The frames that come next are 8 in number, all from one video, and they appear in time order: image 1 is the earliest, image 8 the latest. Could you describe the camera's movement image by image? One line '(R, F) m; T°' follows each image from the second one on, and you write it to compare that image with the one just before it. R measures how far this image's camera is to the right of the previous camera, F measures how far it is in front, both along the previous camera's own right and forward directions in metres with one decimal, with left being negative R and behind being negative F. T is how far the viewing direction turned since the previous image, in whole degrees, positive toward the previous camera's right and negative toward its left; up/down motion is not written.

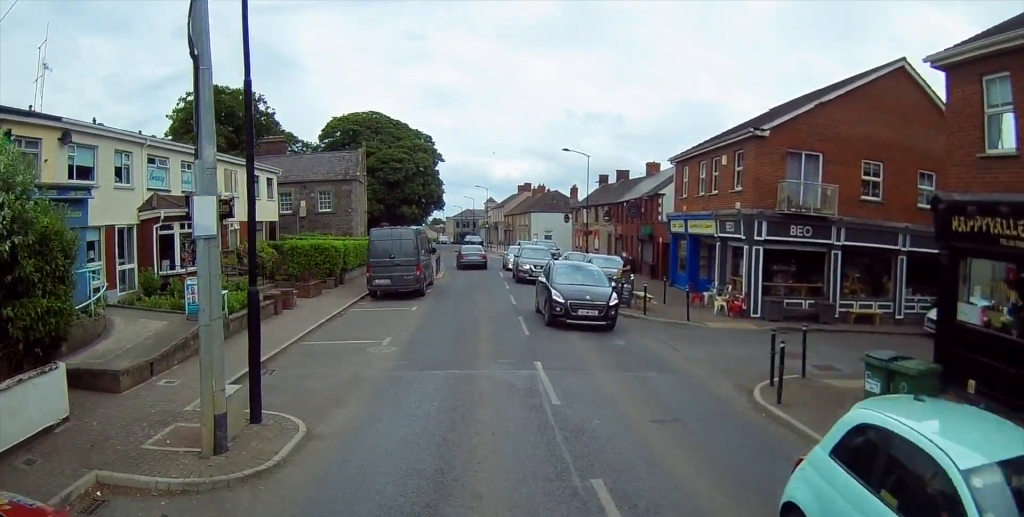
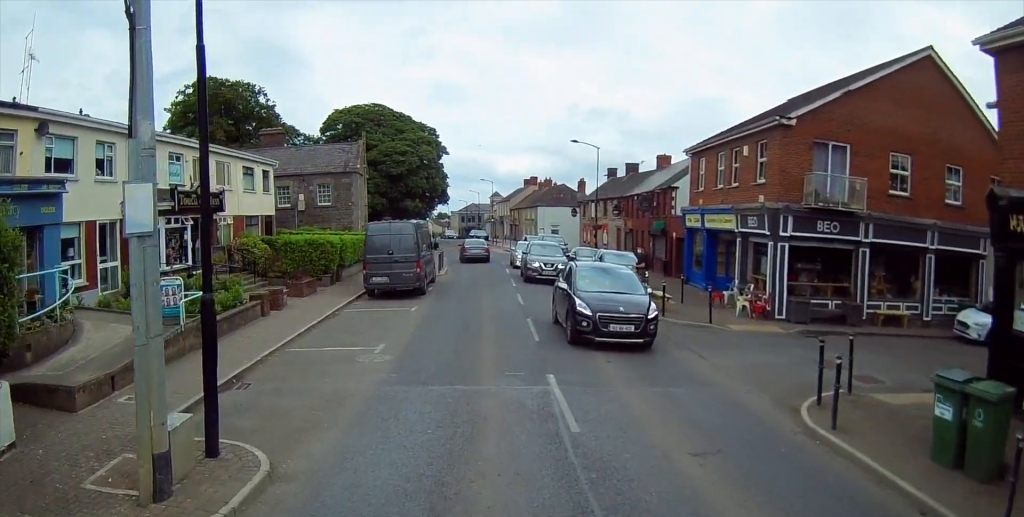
(+0.3, +1.3) m; 0°
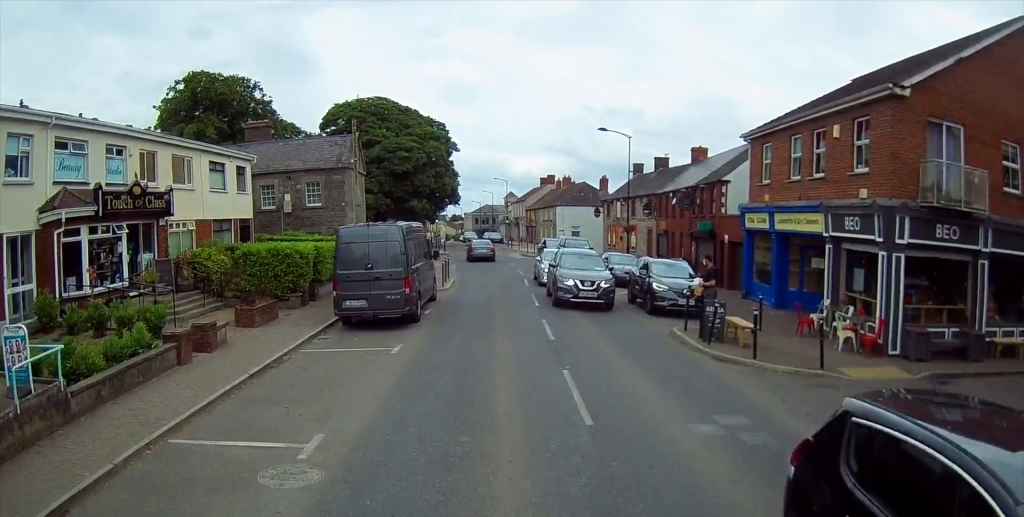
(-0.8, +5.6) m; -7°
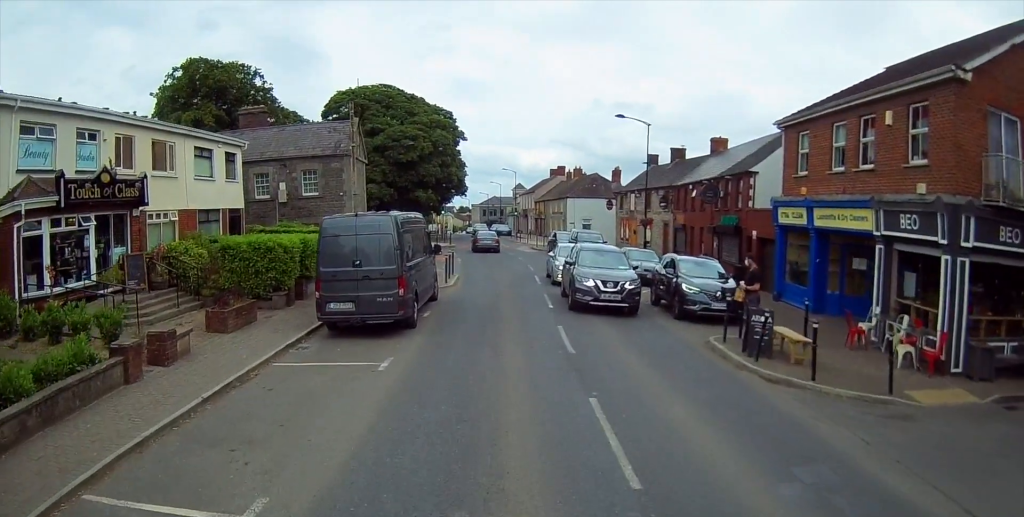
(+0.2, +2.2) m; -1°
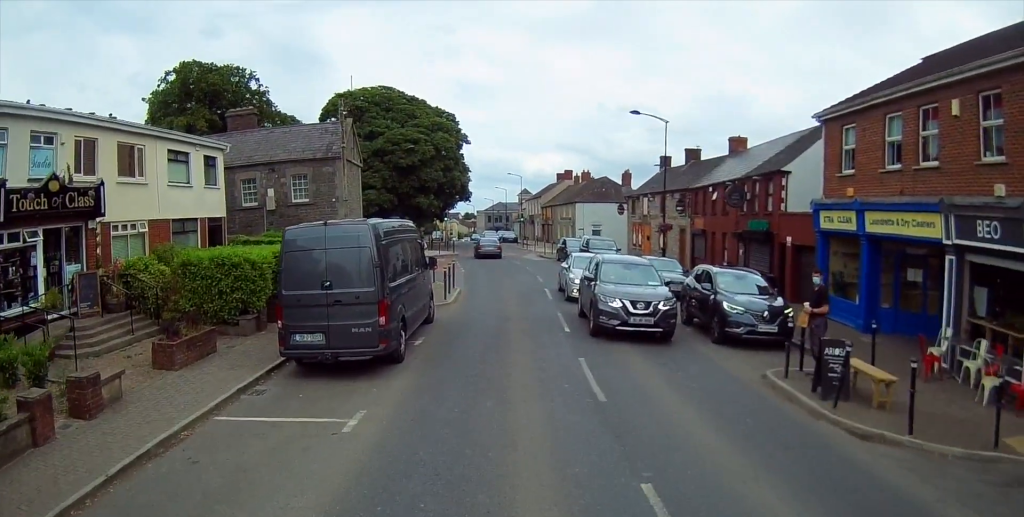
(-0.3, +3.0) m; +2°
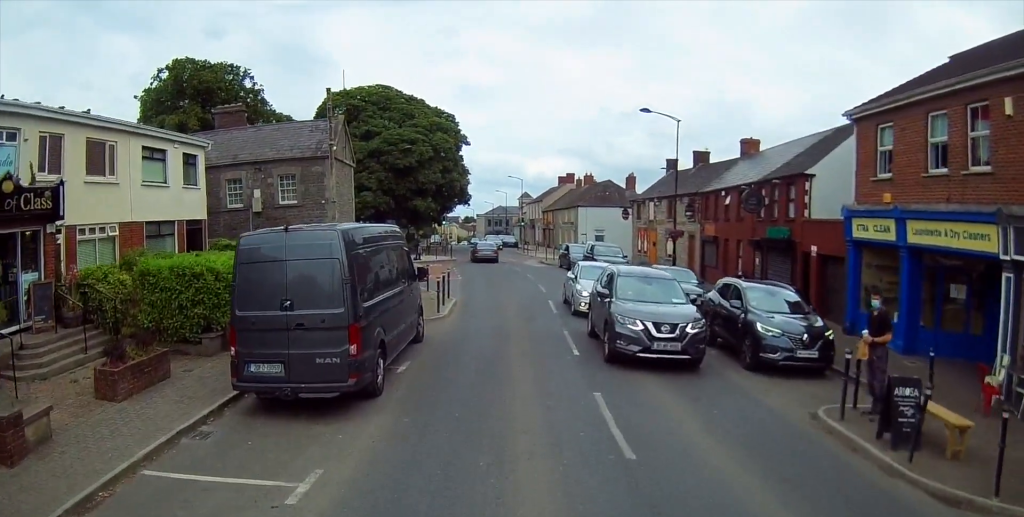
(-0.1, +2.1) m; +1°
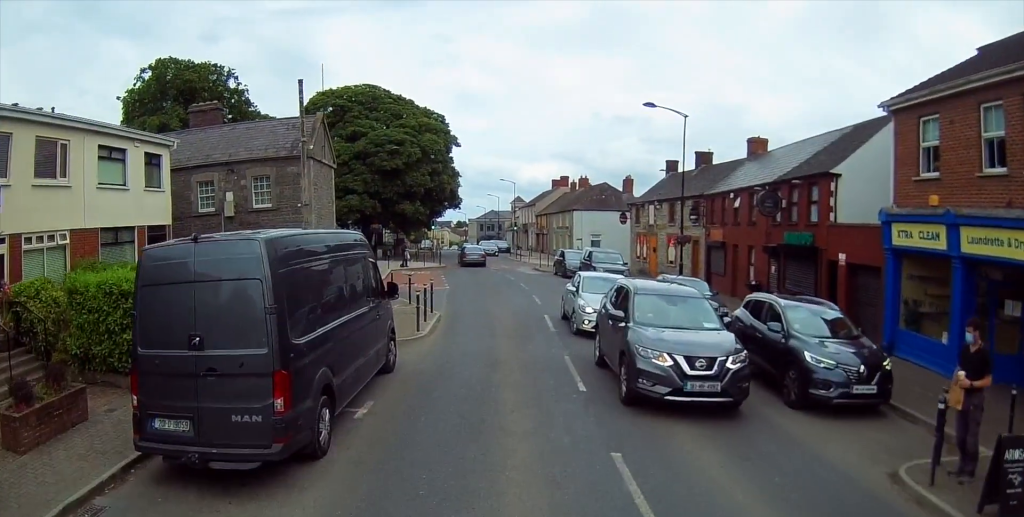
(+0.3, +2.4) m; +1°
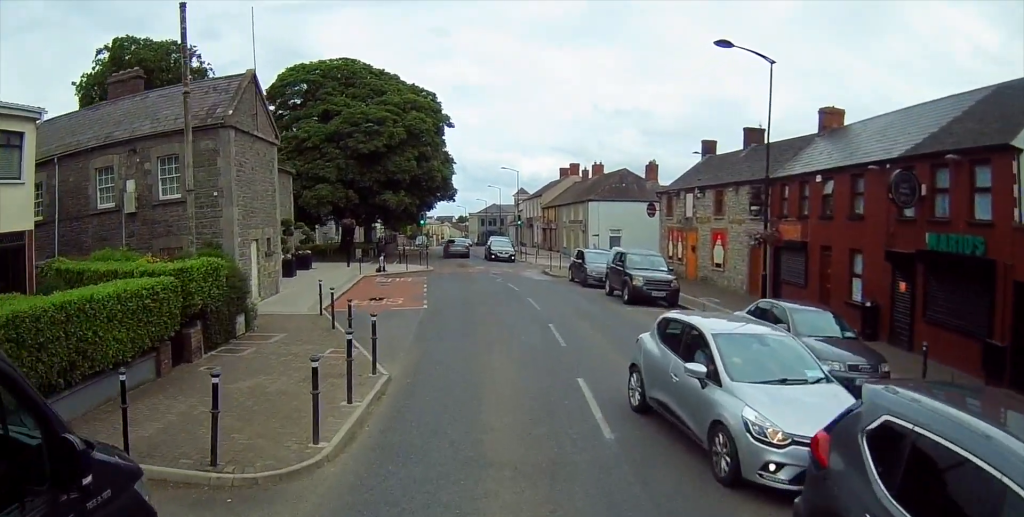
(-0.3, +8.6) m; -2°
